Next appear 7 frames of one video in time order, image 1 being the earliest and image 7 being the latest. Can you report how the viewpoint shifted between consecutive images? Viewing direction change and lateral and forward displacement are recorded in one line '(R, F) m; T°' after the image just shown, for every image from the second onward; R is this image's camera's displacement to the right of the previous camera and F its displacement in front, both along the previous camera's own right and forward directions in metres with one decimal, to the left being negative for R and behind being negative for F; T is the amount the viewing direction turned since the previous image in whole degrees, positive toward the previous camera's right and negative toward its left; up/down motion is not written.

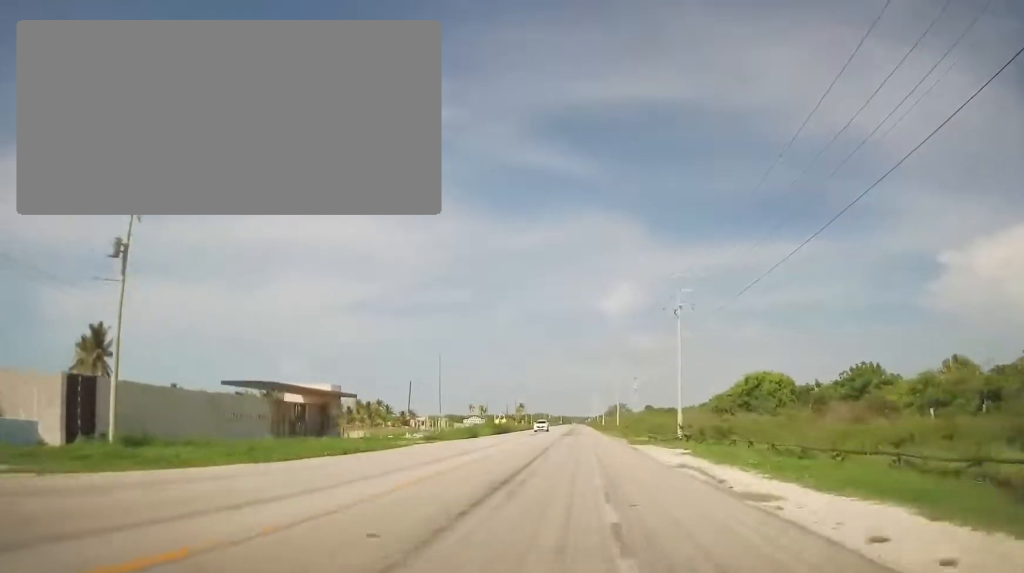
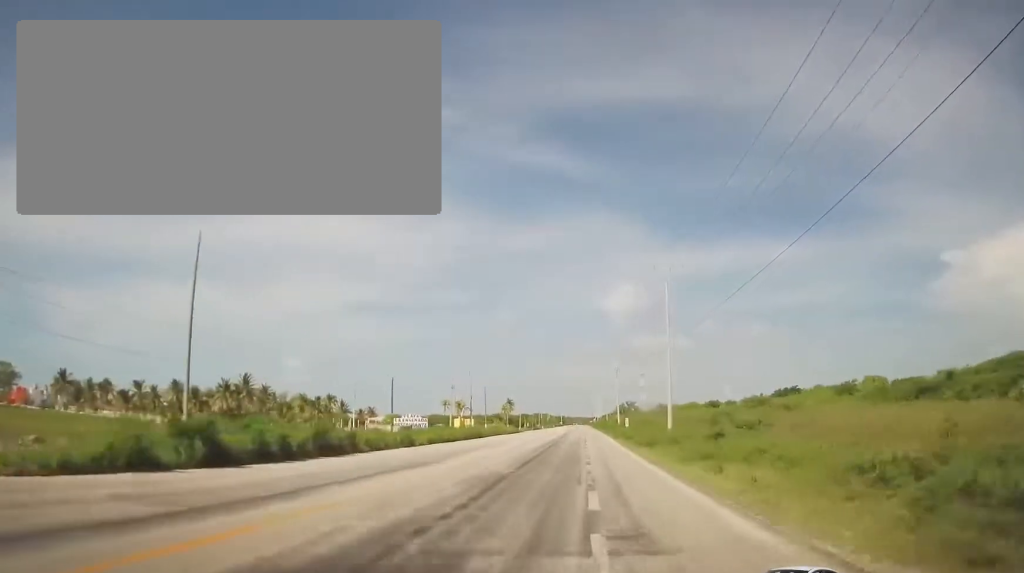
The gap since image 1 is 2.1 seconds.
(+0.1, +55.8) m; -1°
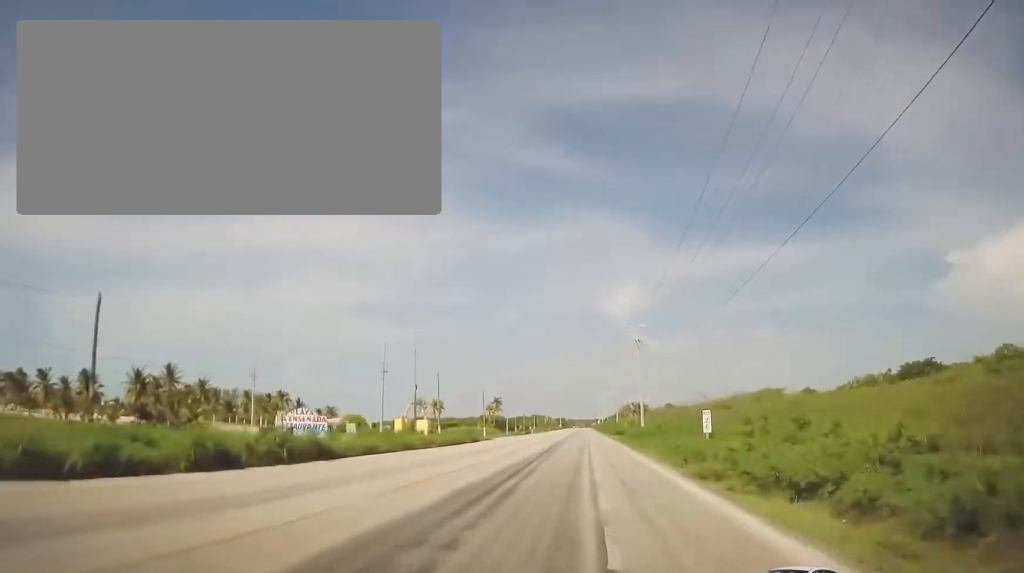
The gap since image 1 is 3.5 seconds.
(-0.2, +36.5) m; 0°
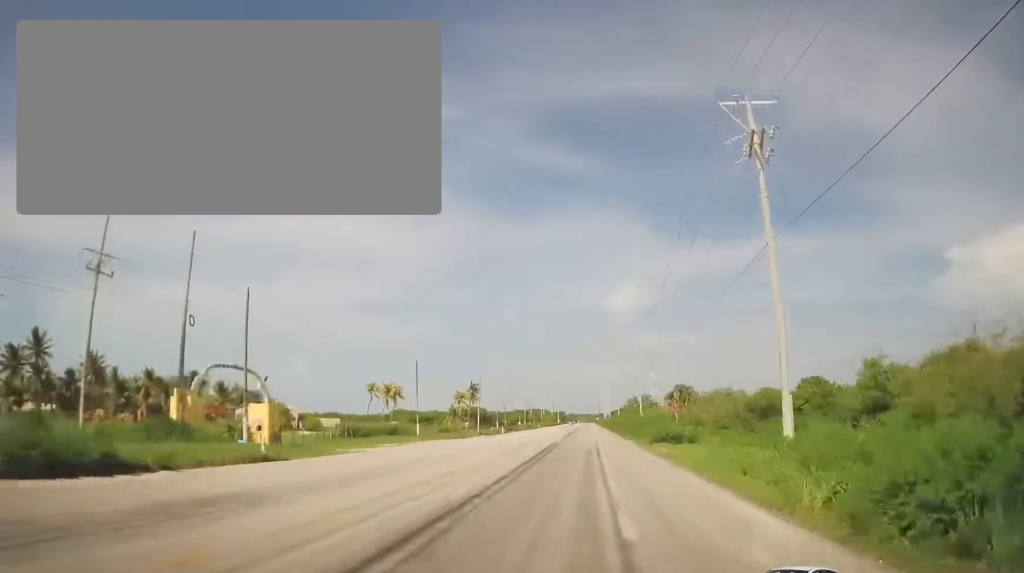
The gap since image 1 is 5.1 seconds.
(-0.5, +43.4) m; -1°
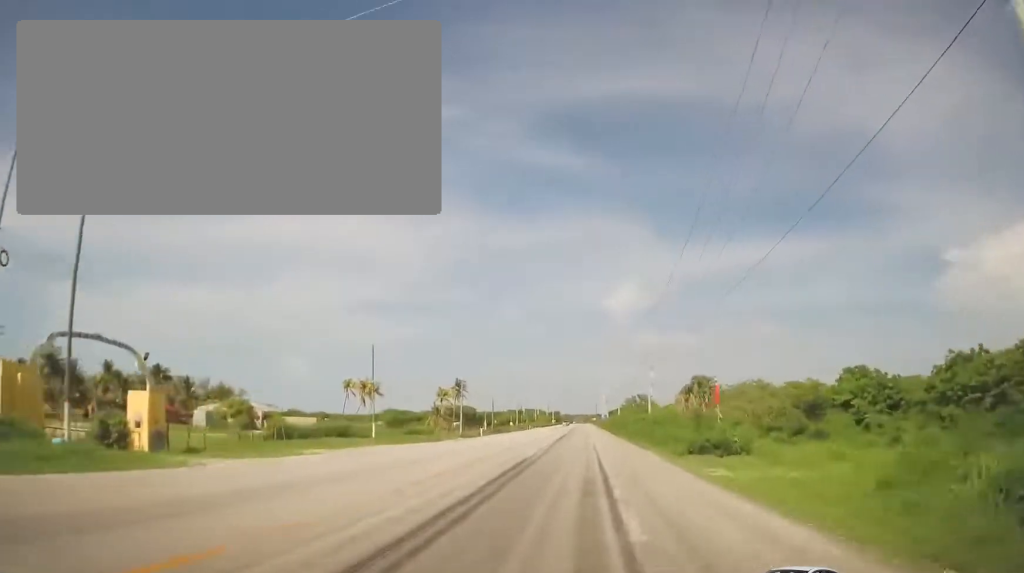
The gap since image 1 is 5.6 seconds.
(-0.1, +12.4) m; +1°
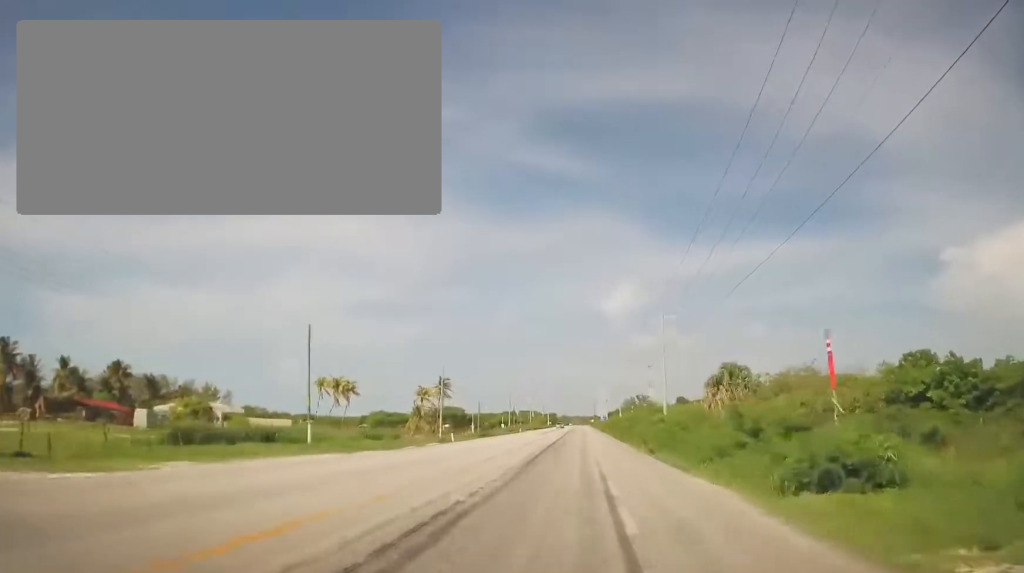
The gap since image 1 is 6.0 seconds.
(-0.1, +11.9) m; 0°
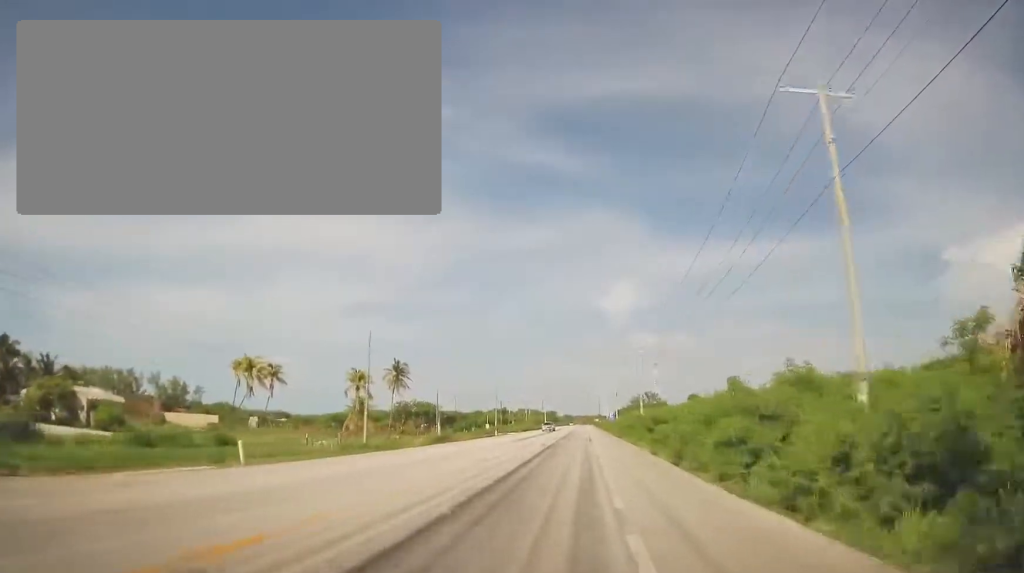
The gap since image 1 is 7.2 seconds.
(+0.4, +30.5) m; 0°
